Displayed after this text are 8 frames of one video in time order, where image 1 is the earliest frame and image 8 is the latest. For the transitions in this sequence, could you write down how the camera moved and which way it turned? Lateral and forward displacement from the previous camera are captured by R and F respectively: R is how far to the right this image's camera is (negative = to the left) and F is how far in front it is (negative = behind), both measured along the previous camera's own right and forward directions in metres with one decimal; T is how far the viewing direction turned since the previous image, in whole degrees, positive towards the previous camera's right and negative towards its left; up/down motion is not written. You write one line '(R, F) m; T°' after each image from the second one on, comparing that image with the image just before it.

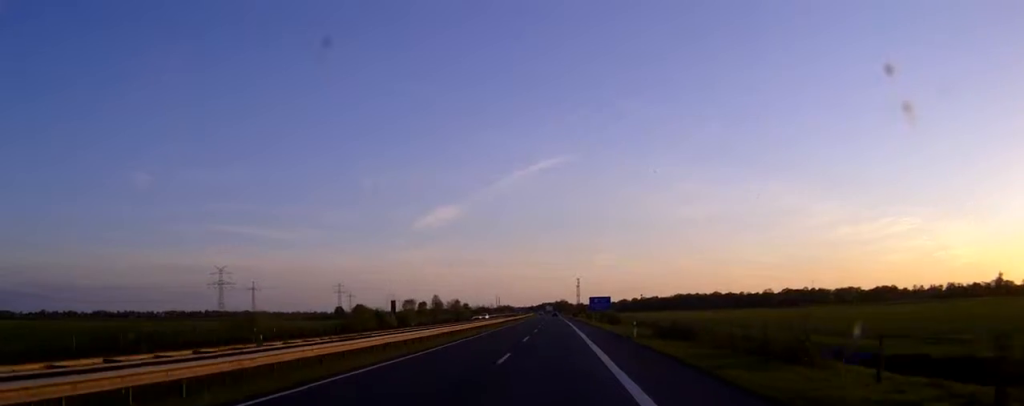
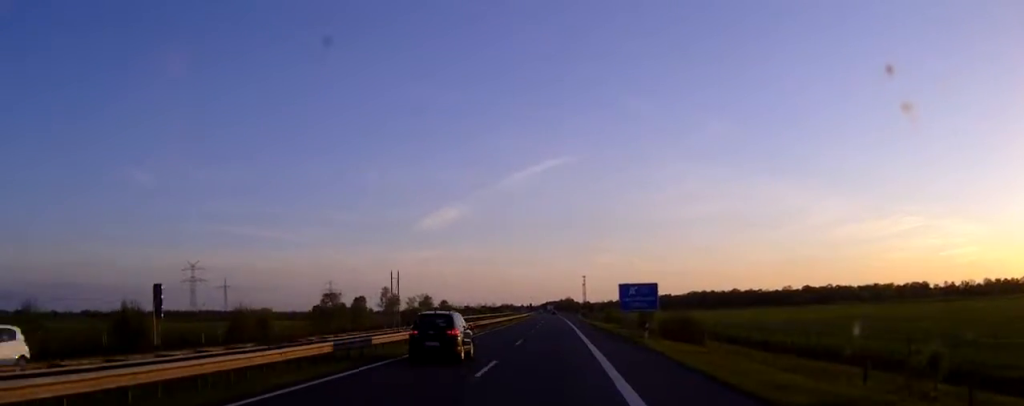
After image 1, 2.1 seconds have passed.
(-0.2, +59.9) m; -1°
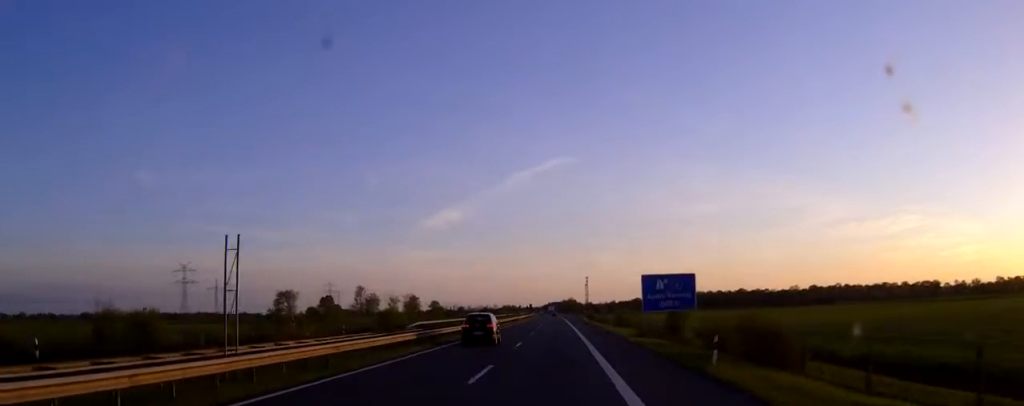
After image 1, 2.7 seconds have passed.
(0.0, +18.4) m; 0°
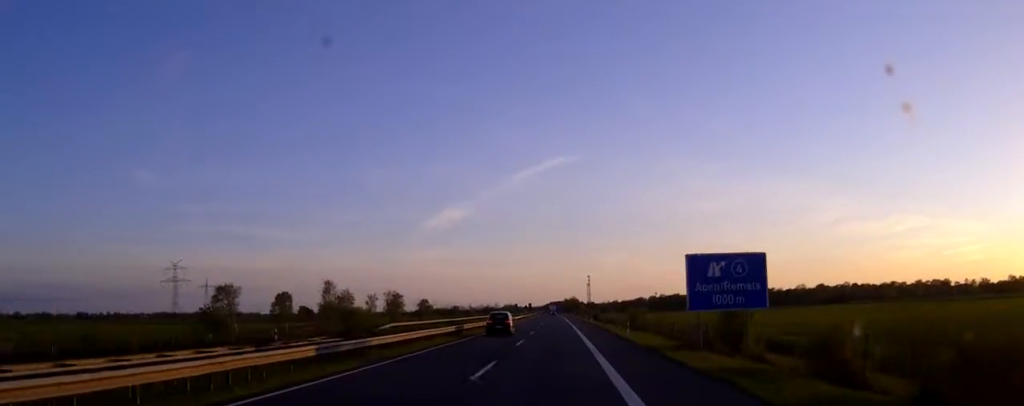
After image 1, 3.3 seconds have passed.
(-0.1, +17.3) m; 0°
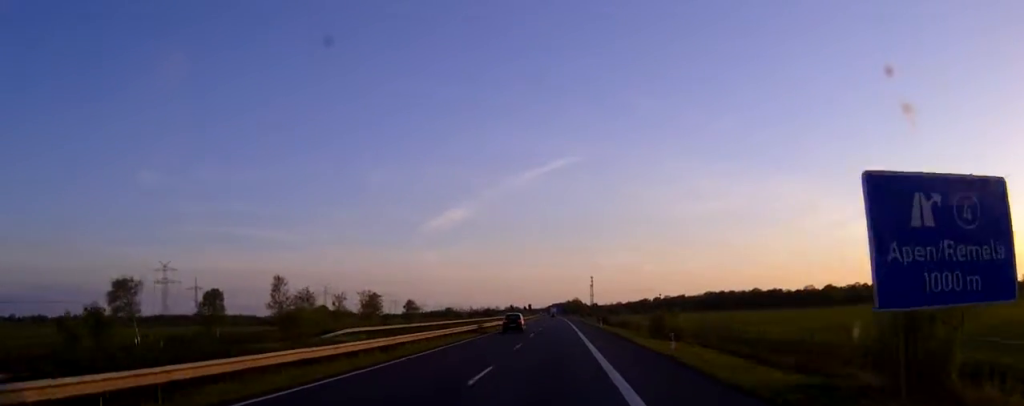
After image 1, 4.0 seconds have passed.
(0.0, +19.2) m; 0°
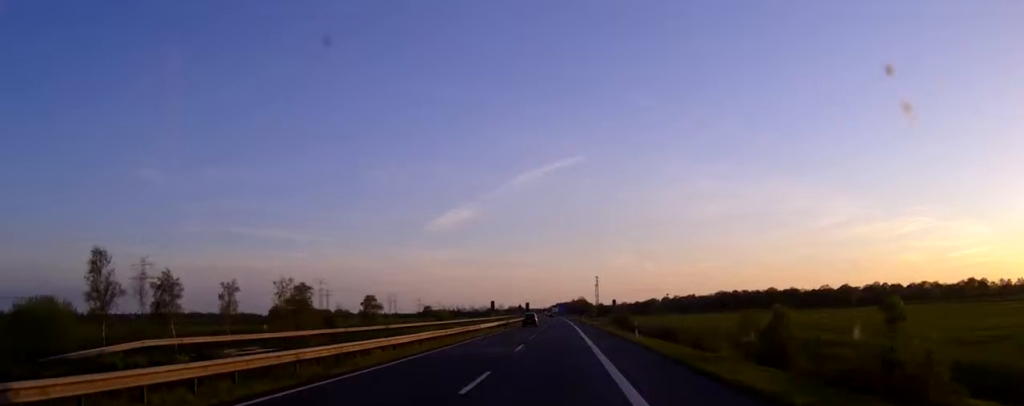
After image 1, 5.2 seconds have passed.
(-0.1, +36.5) m; 0°
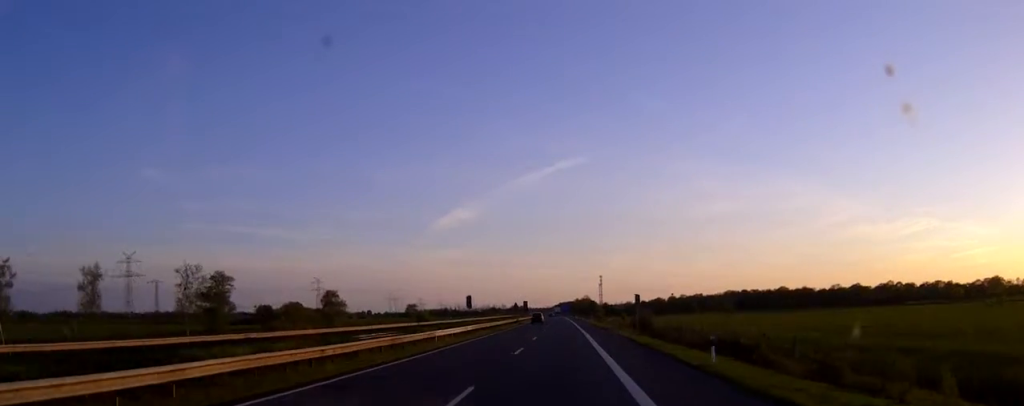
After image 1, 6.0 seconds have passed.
(0.0, +23.2) m; 0°
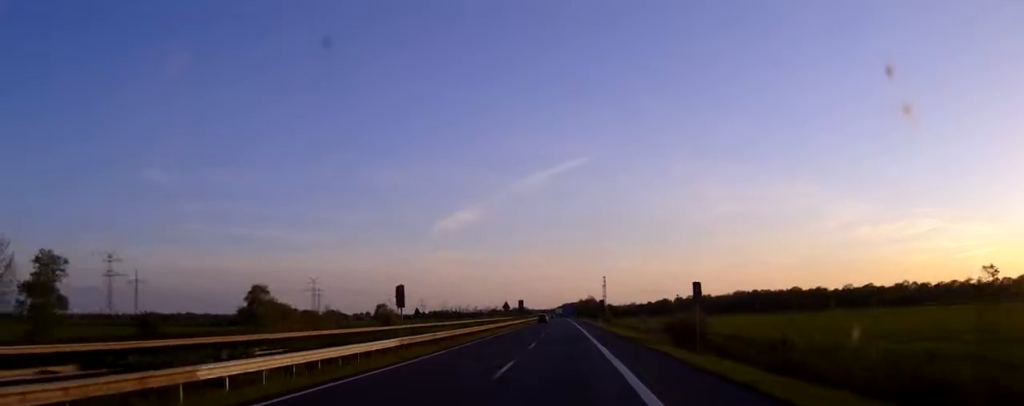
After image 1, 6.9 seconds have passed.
(0.0, +26.1) m; 0°
